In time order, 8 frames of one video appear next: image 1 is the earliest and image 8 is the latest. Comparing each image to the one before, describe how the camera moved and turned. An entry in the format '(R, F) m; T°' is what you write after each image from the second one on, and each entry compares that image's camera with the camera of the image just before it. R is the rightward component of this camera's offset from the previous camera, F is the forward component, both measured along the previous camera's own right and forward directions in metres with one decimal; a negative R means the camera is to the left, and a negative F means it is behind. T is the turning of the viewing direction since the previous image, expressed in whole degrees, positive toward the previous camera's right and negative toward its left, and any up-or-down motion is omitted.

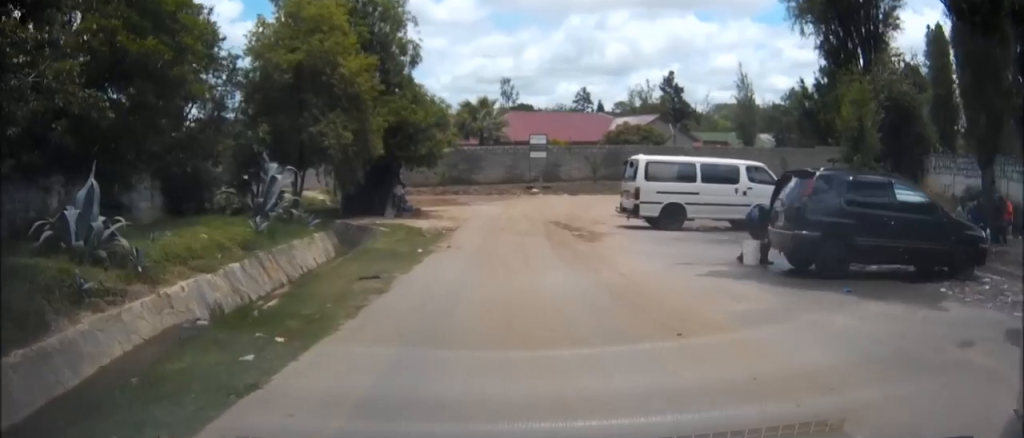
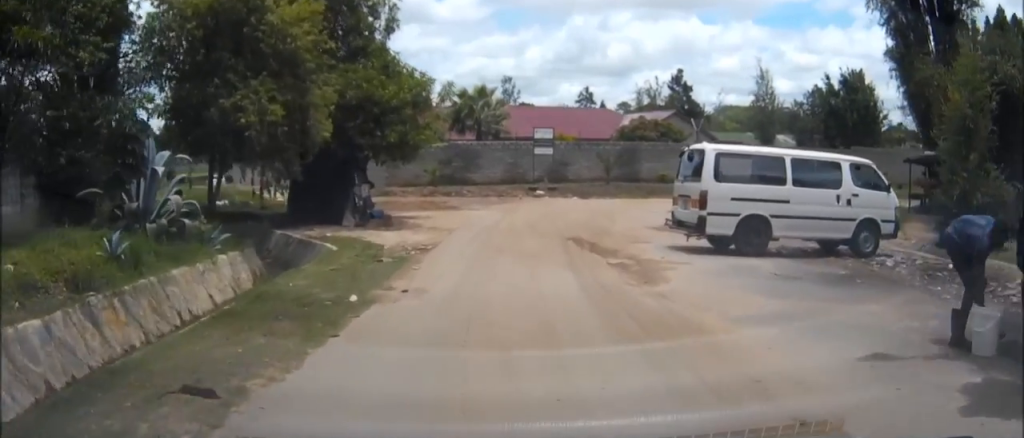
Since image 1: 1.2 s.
(0.0, +6.8) m; -3°
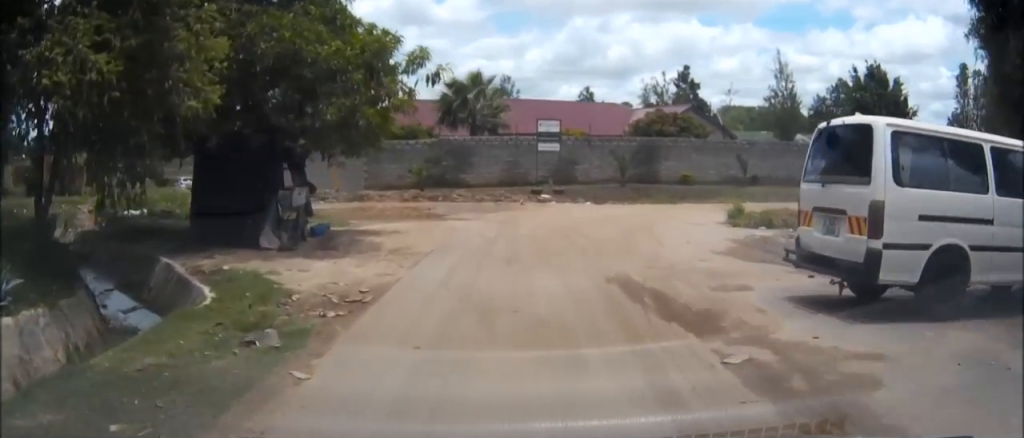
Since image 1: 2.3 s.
(-0.2, +6.4) m; -1°
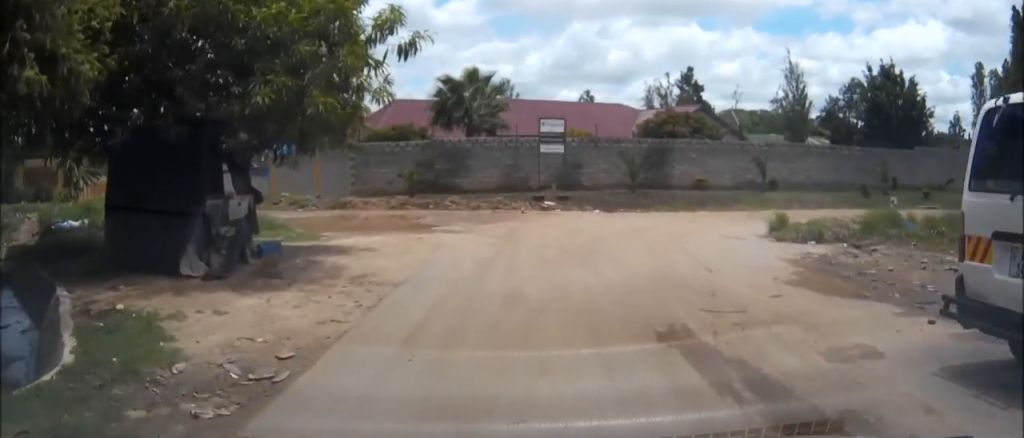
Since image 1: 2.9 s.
(0.0, +3.3) m; 0°
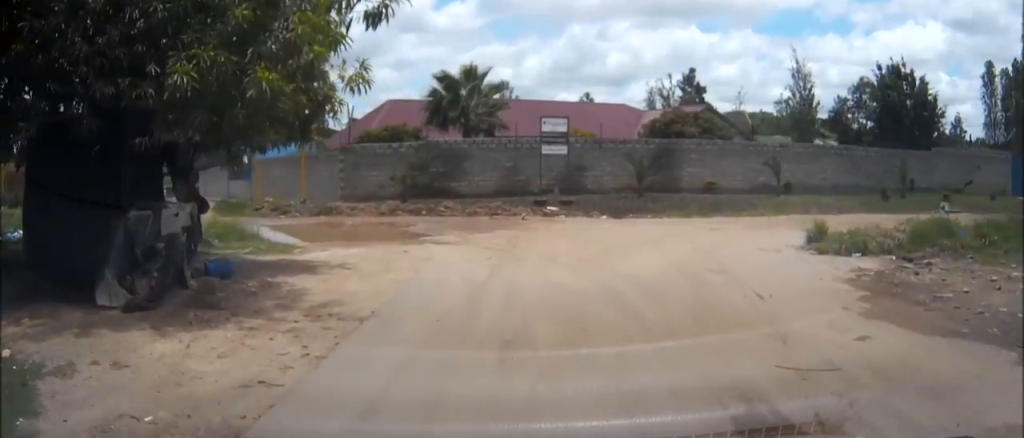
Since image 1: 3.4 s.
(0.0, +2.1) m; 0°
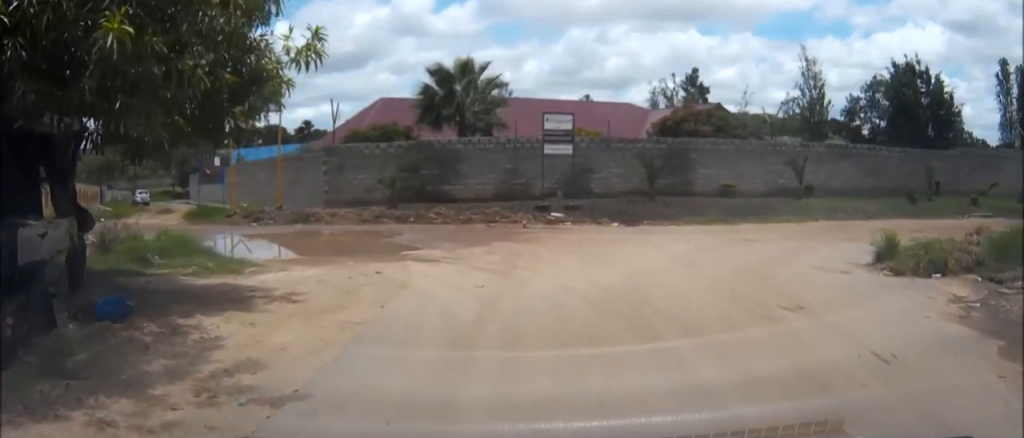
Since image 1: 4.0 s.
(0.0, +3.0) m; 0°
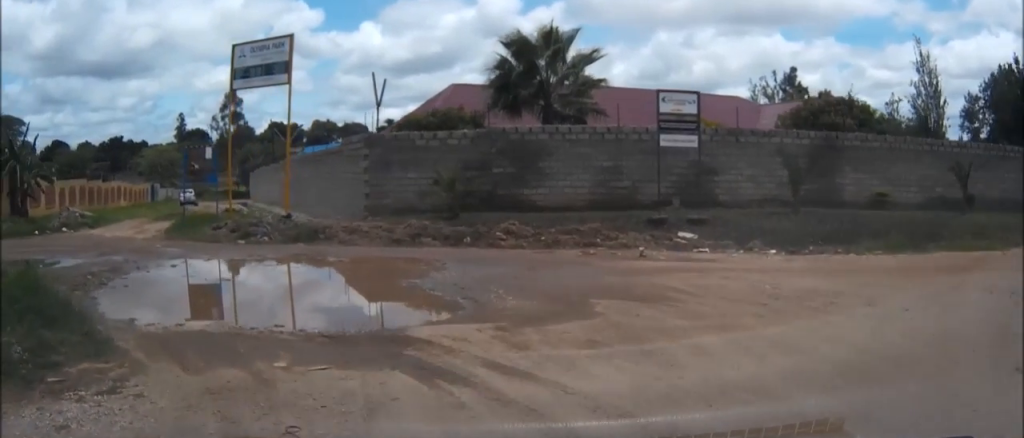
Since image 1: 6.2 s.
(-0.5, +7.2) m; -13°
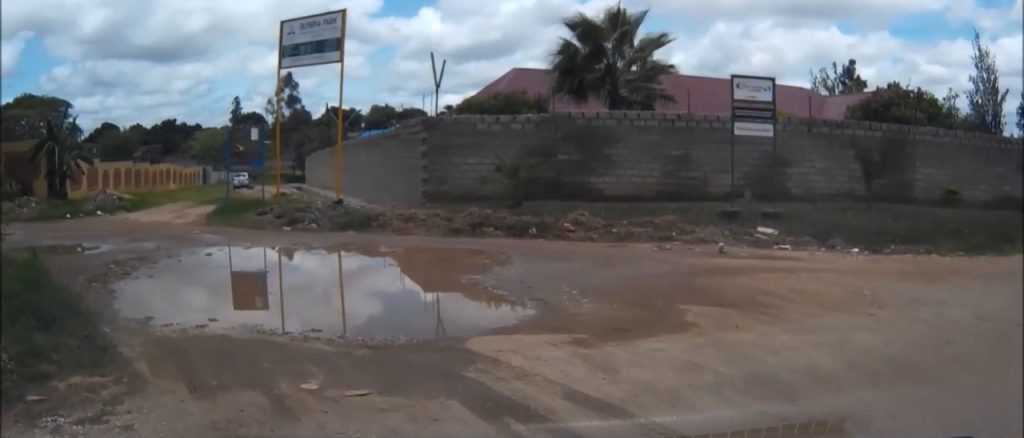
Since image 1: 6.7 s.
(-0.1, +1.0) m; -3°
